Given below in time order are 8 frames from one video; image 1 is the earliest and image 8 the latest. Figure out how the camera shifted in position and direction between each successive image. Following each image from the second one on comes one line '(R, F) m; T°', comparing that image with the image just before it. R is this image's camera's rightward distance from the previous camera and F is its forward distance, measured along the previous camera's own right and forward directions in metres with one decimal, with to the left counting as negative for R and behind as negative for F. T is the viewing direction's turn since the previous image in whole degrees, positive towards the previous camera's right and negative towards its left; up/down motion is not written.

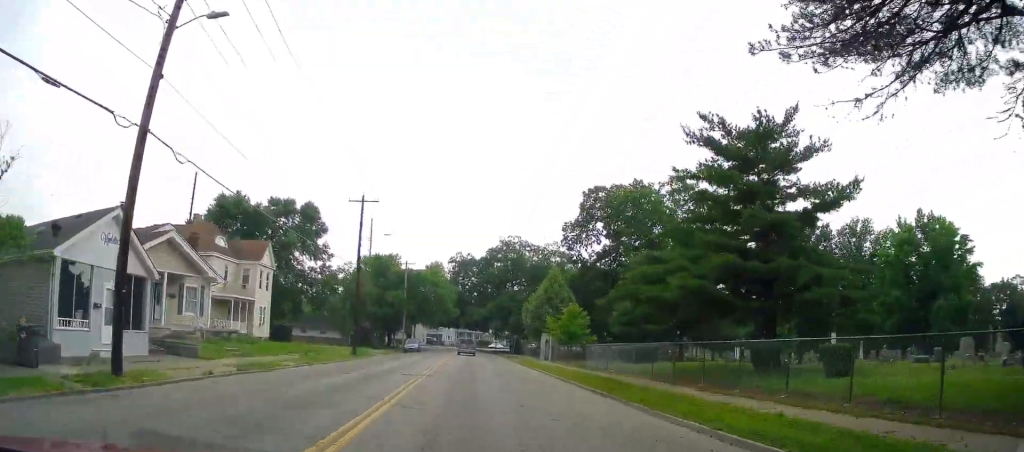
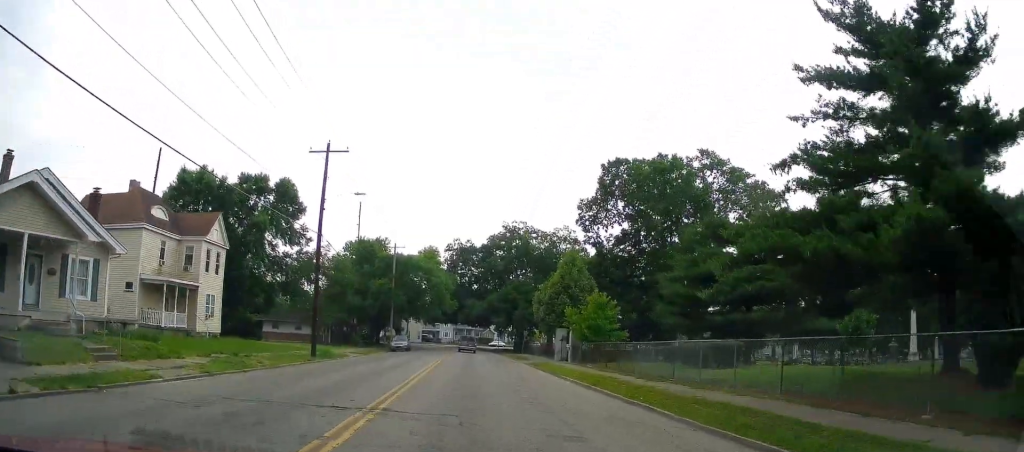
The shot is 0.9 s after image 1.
(+0.4, +11.4) m; 0°
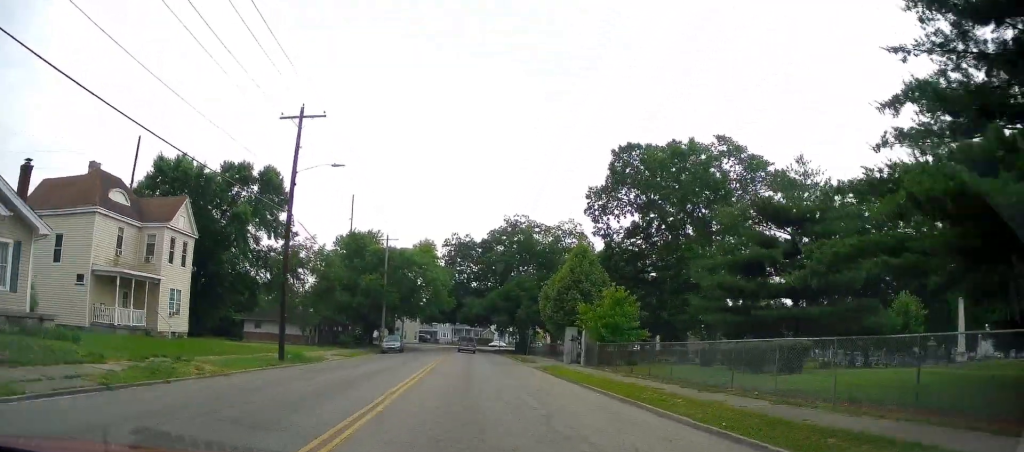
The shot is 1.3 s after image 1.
(0.0, +5.4) m; -1°
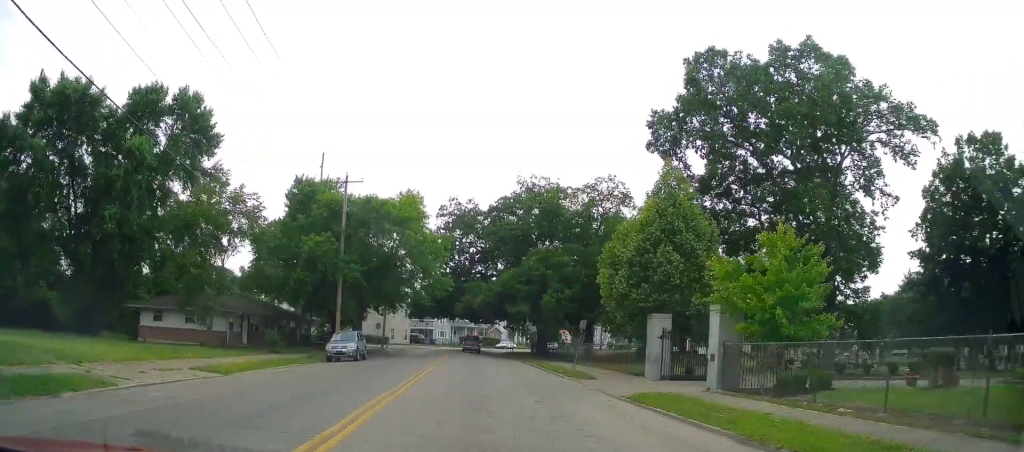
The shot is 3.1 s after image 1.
(-0.8, +21.2) m; -8°
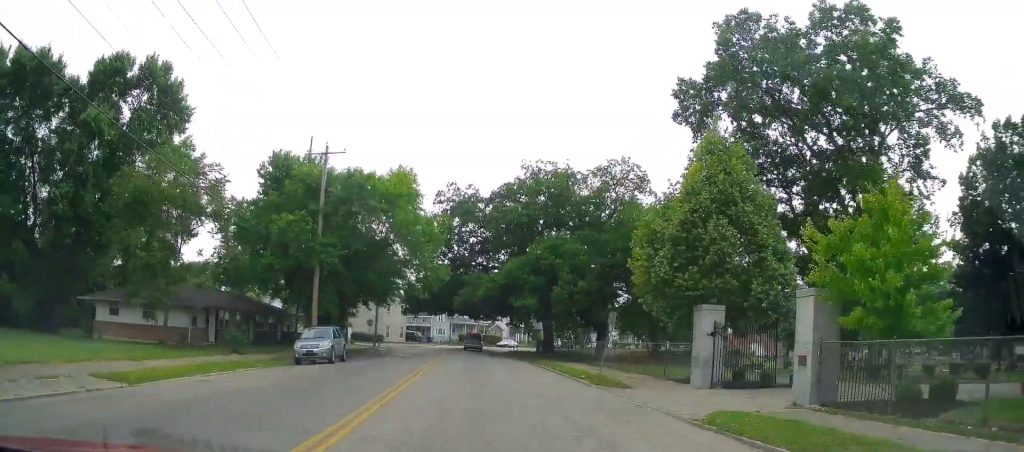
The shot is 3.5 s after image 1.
(-0.4, +4.6) m; +1°
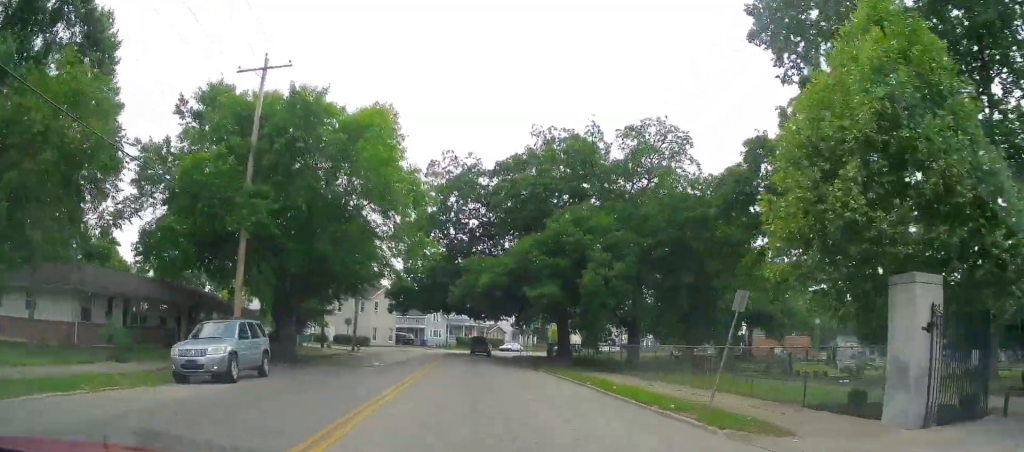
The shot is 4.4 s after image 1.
(-0.2, +9.8) m; +5°
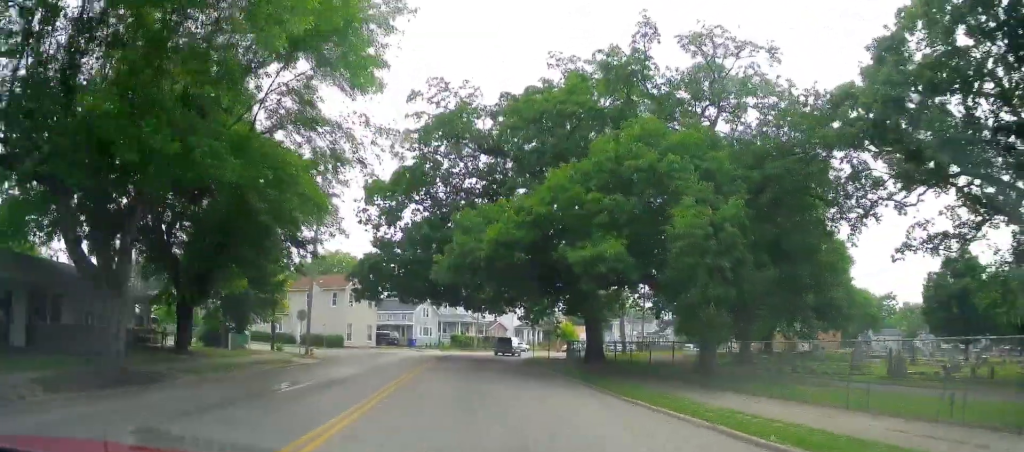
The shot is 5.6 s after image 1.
(+1.7, +16.1) m; +6°
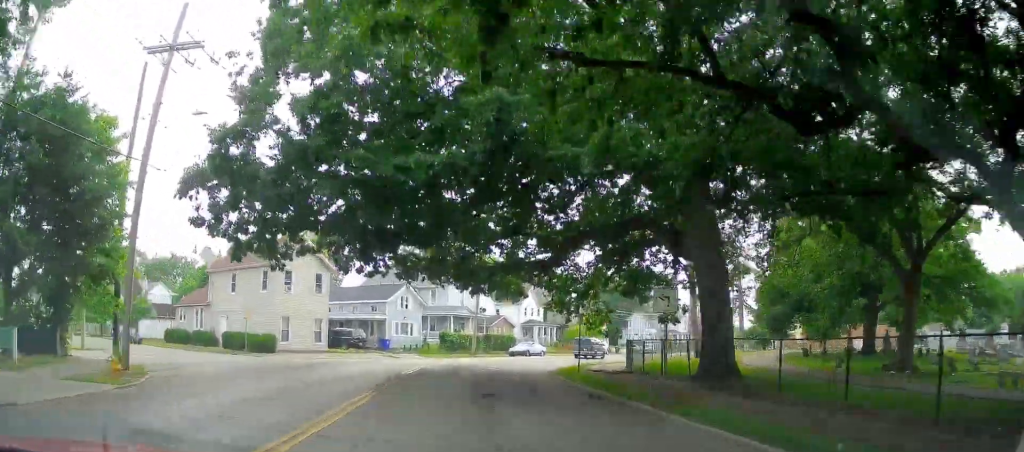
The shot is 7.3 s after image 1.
(-0.4, +22.9) m; -3°
